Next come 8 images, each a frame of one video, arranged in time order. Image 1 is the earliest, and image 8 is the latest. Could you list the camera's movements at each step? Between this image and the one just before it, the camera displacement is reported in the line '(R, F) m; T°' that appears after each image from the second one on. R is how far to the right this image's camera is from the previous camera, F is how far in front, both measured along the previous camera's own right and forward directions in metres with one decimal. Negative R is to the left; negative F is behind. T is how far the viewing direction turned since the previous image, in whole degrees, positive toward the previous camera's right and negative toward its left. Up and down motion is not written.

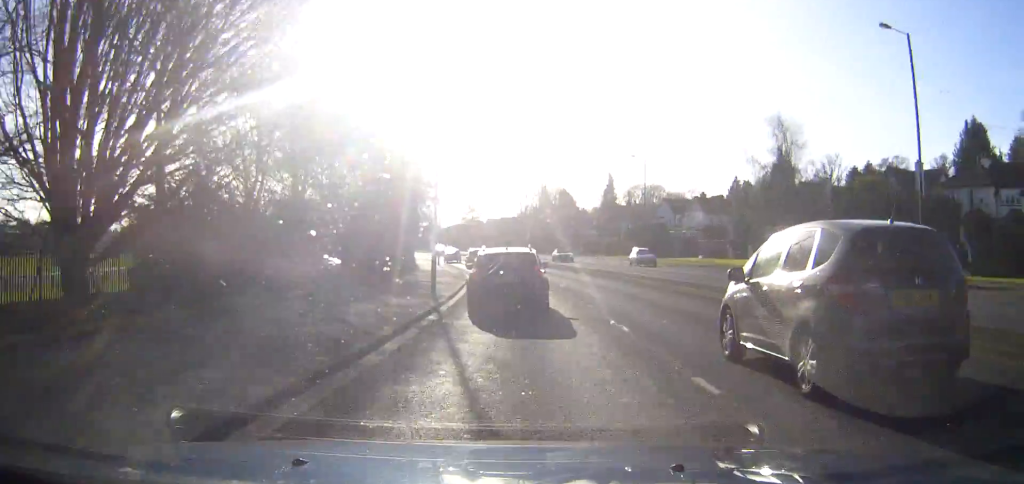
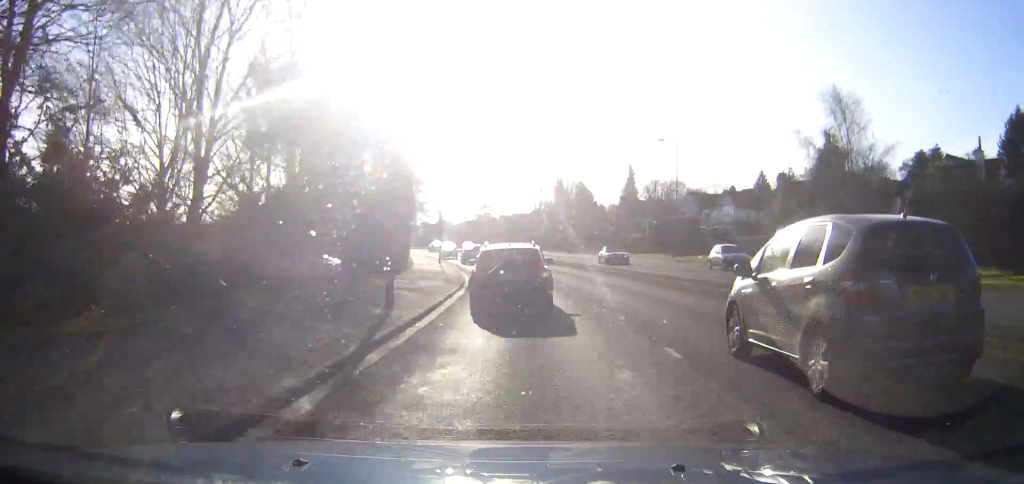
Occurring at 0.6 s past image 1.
(0.0, +9.7) m; -1°
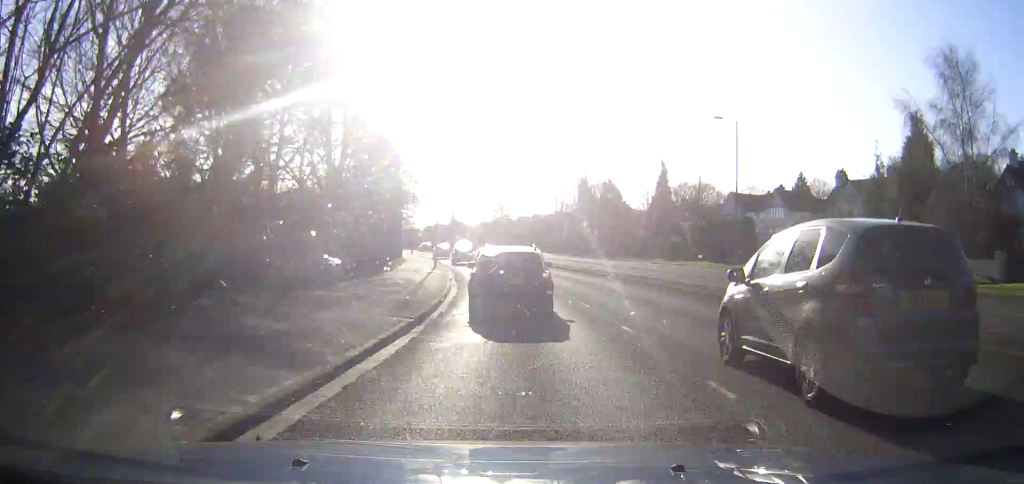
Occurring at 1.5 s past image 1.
(-0.3, +13.8) m; -2°
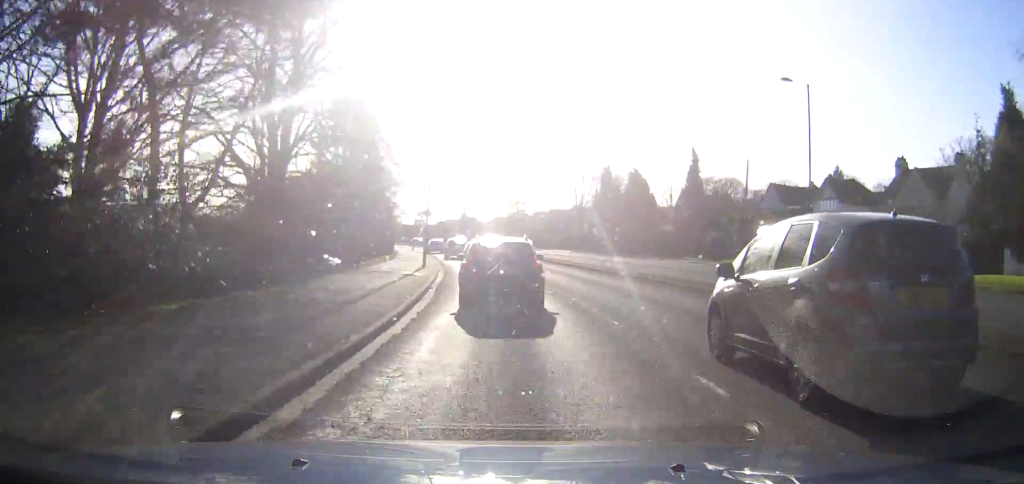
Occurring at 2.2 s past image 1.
(-0.3, +11.5) m; -2°
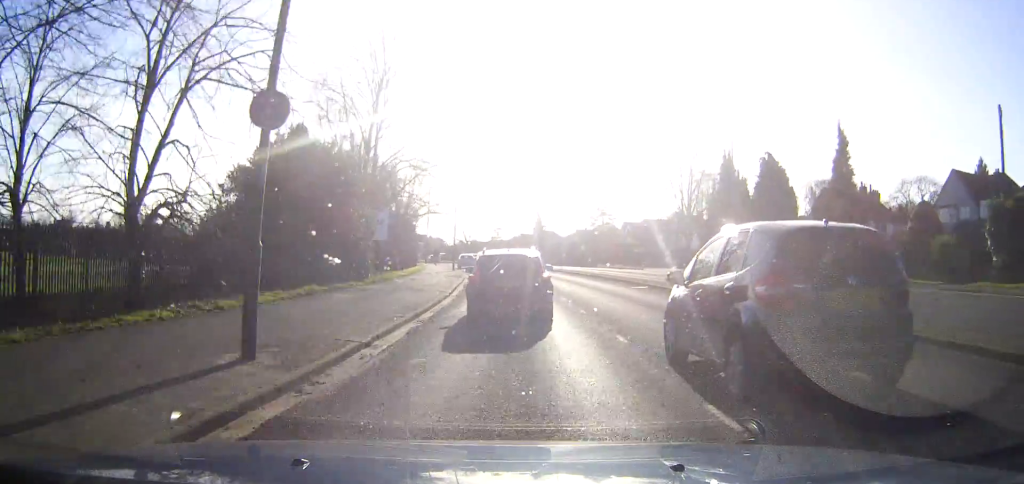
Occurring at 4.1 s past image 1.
(-1.3, +29.9) m; -5°
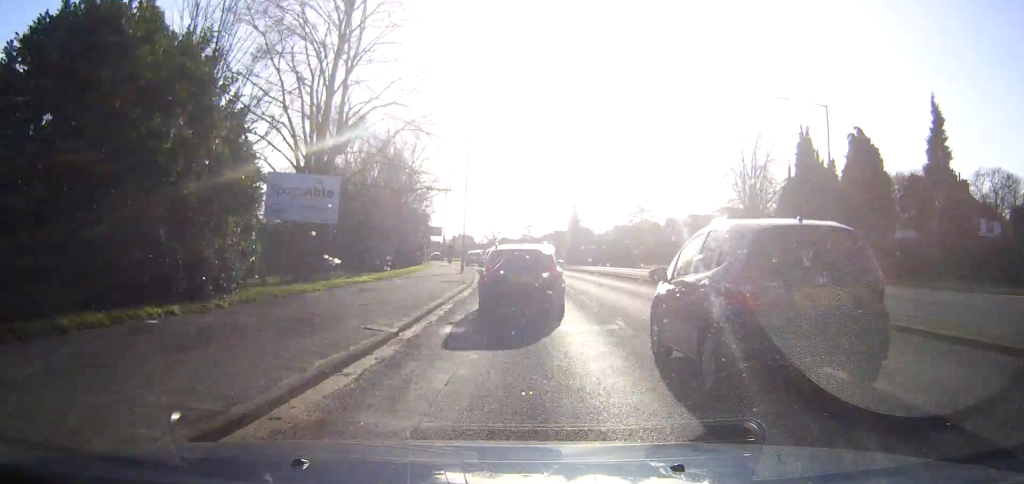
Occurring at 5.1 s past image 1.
(-0.4, +15.1) m; -3°
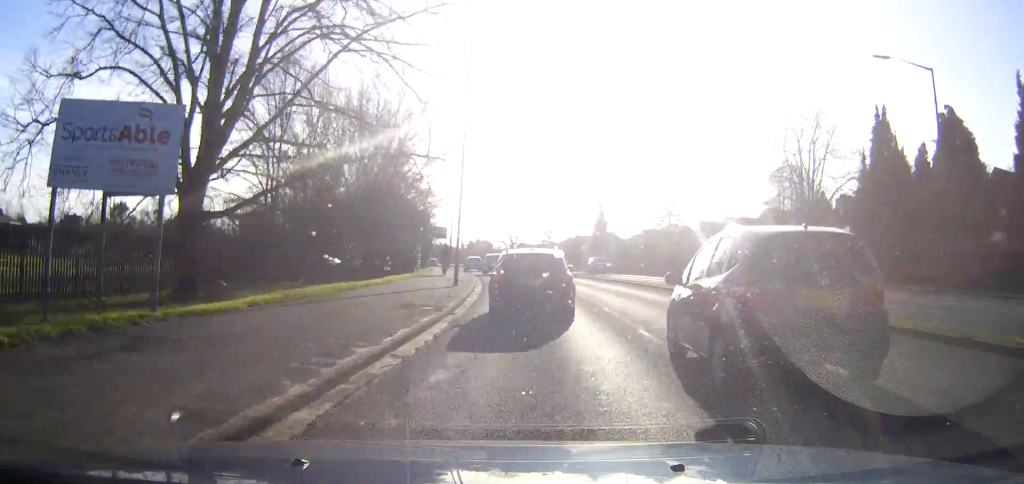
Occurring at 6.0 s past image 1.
(-0.3, +12.4) m; -2°
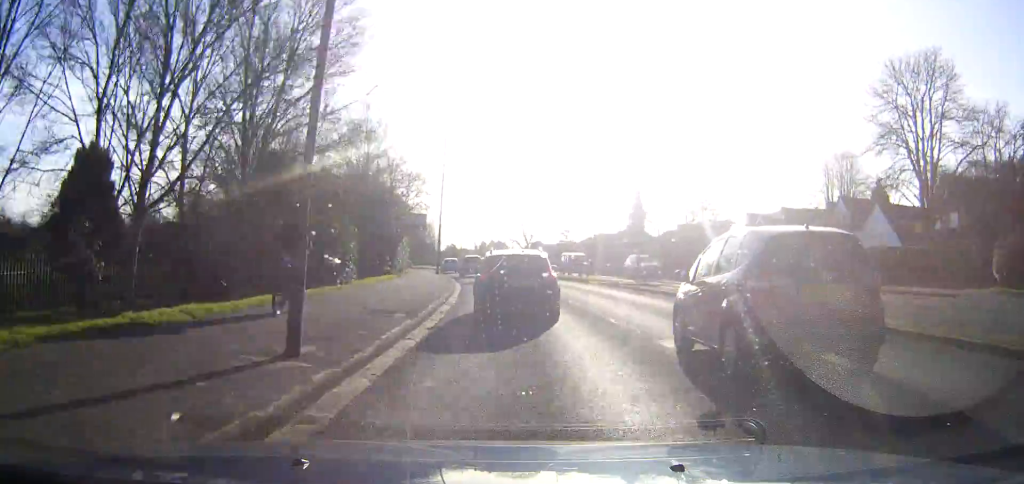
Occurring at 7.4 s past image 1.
(-0.3, +20.9) m; -2°
